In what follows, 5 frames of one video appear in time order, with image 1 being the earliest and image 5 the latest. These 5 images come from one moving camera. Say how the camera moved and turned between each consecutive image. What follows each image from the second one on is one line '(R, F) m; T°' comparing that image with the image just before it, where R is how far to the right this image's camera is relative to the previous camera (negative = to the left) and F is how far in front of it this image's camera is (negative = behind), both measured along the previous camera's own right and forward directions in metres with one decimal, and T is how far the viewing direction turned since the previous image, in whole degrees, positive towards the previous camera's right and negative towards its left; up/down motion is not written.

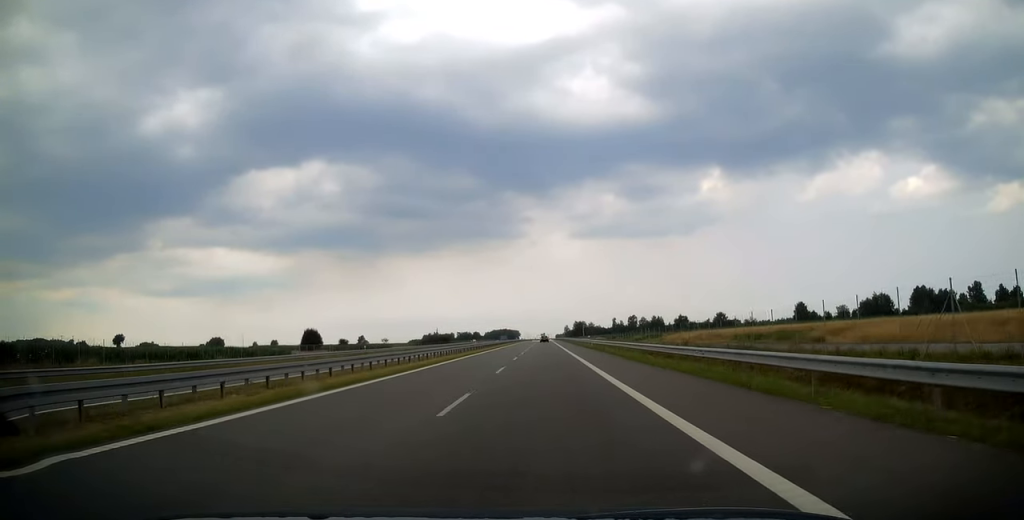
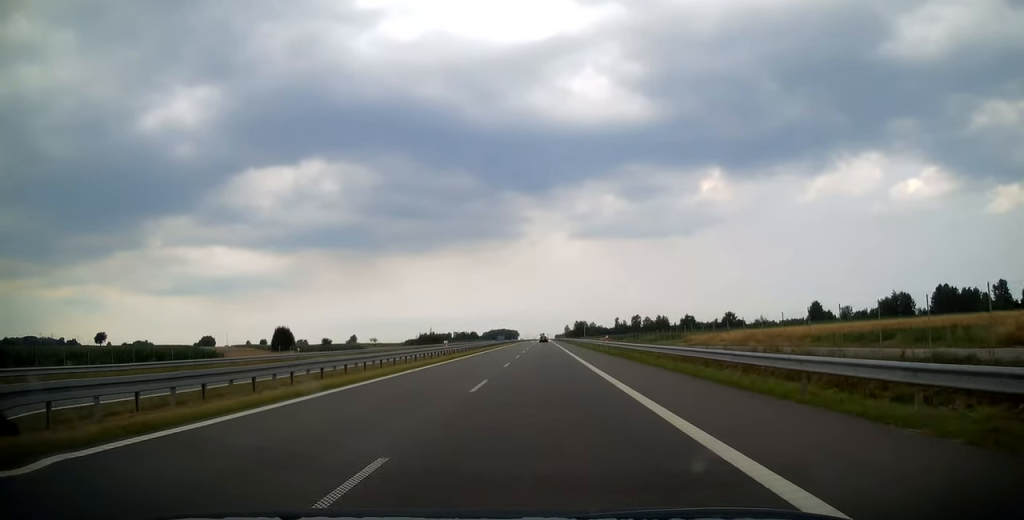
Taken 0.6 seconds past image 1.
(-0.2, +19.5) m; 0°
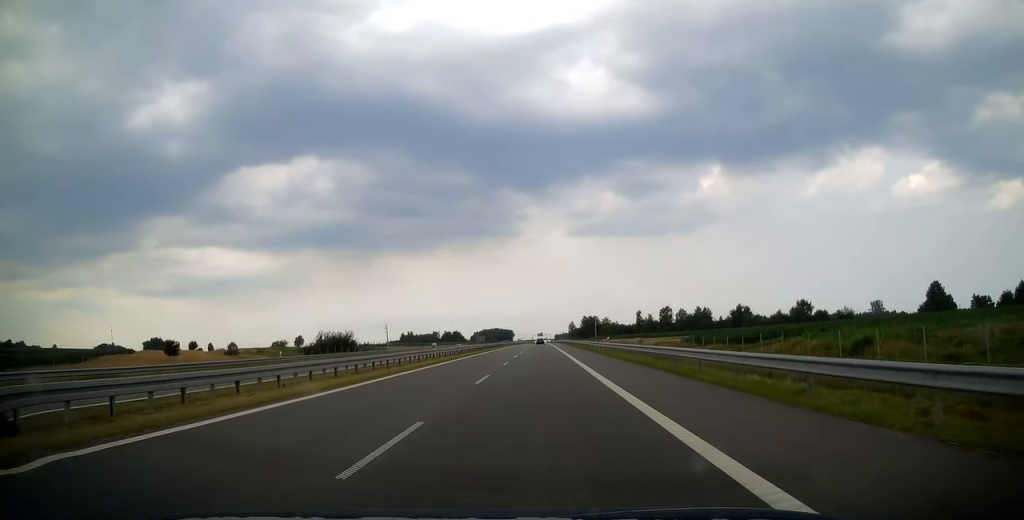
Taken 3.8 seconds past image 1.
(+0.4, +104.5) m; +1°
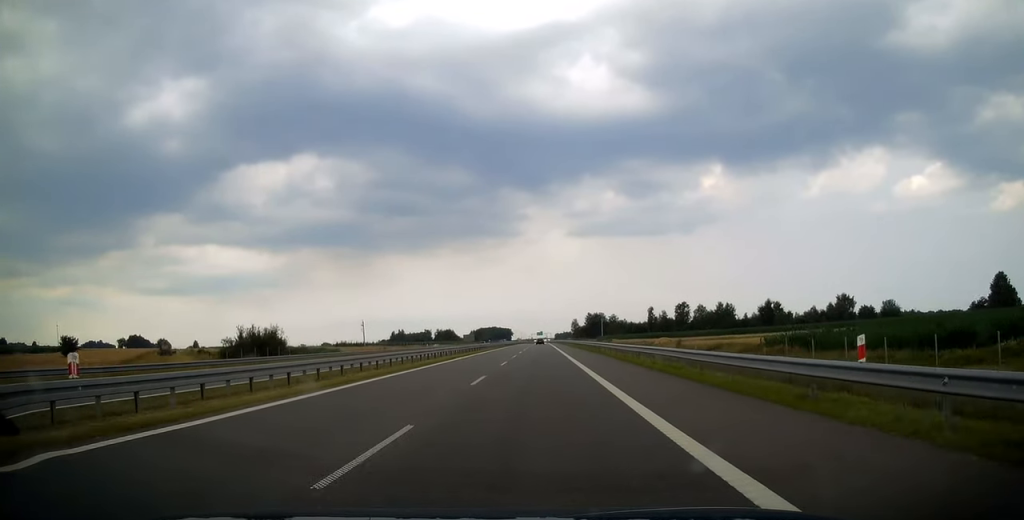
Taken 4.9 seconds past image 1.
(-0.2, +36.3) m; -1°
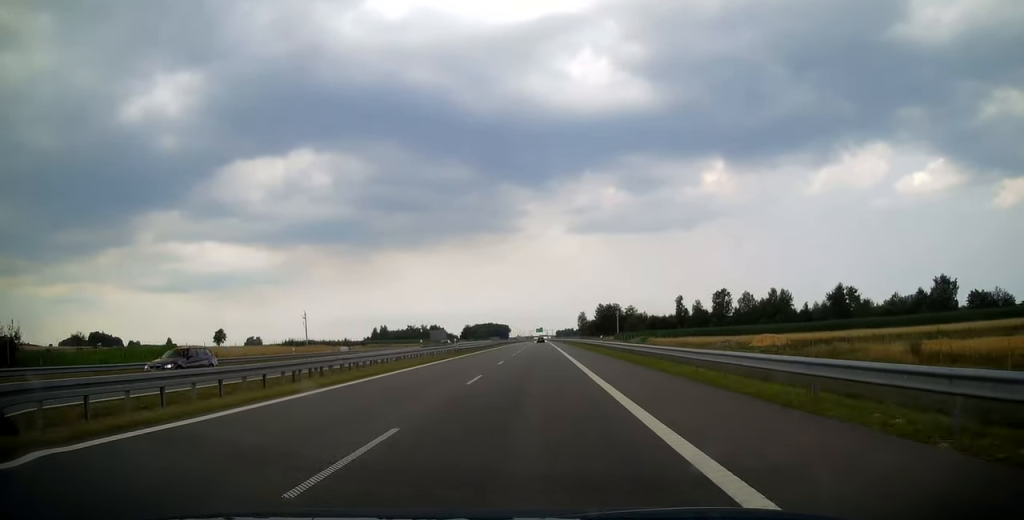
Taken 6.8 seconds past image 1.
(+0.1, +60.1) m; 0°
